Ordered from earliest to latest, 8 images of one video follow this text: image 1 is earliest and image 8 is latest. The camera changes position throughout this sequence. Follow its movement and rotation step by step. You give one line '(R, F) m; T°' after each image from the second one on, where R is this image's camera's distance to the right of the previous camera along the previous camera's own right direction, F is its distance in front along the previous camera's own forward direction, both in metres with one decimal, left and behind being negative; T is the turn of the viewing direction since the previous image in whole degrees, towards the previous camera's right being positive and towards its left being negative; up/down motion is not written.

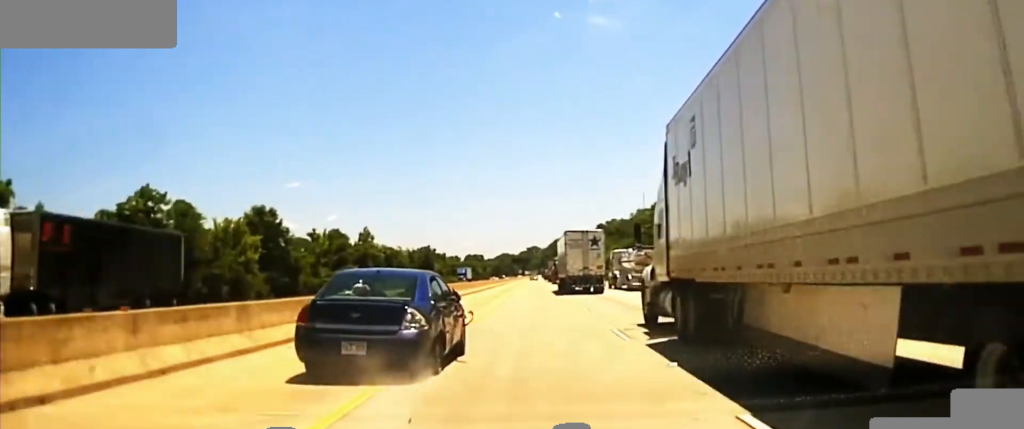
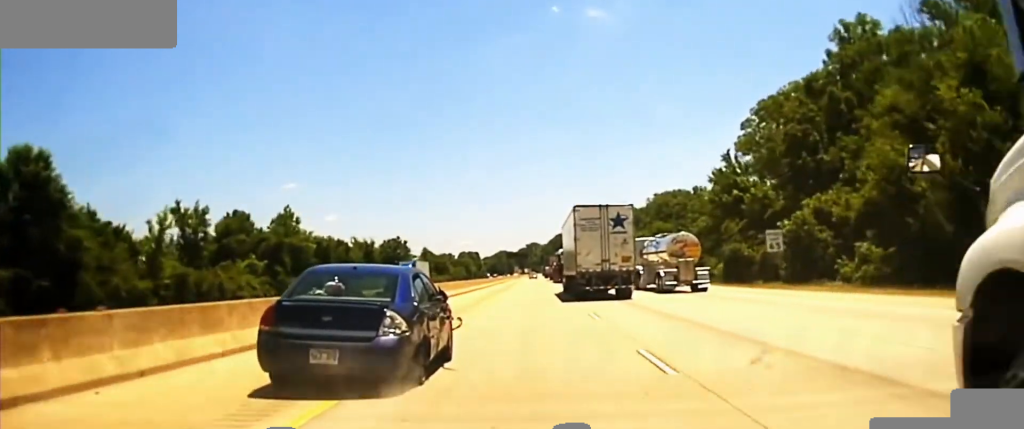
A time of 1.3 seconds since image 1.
(-0.1, +56.3) m; -1°
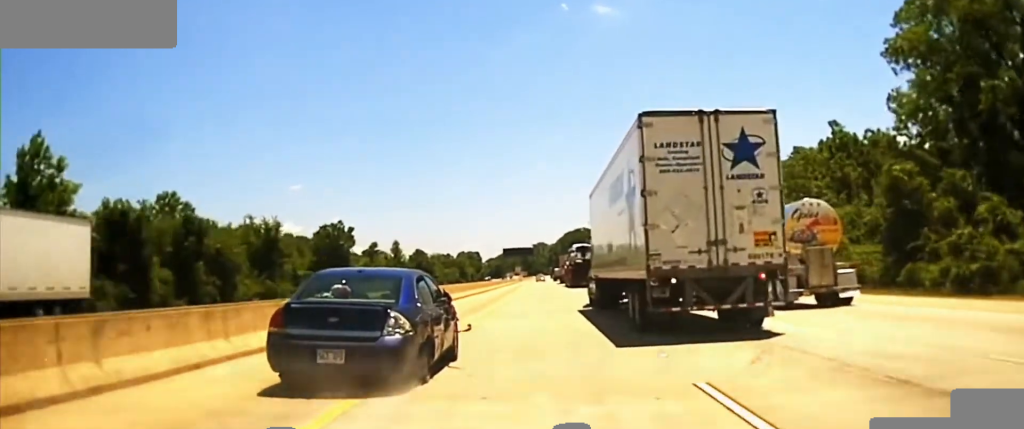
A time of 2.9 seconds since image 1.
(-0.1, +58.2) m; 0°
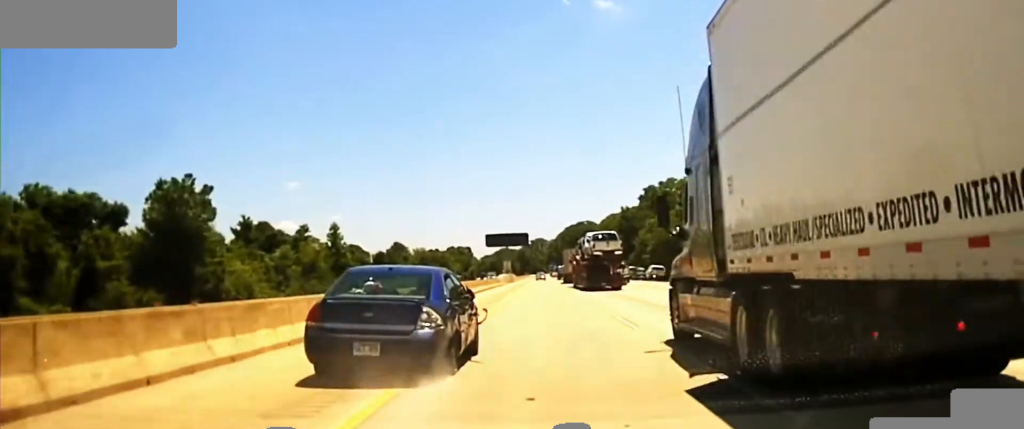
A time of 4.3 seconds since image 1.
(+0.4, +53.9) m; +1°
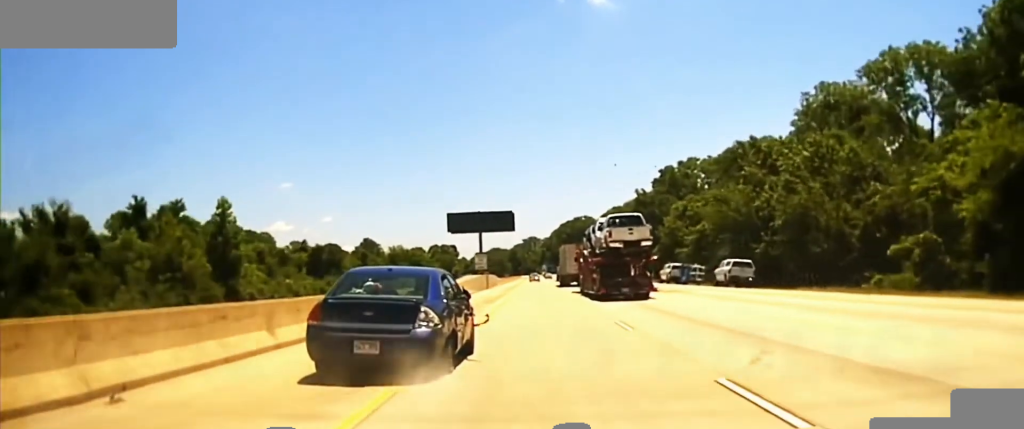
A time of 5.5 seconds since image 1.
(+0.3, +55.4) m; 0°
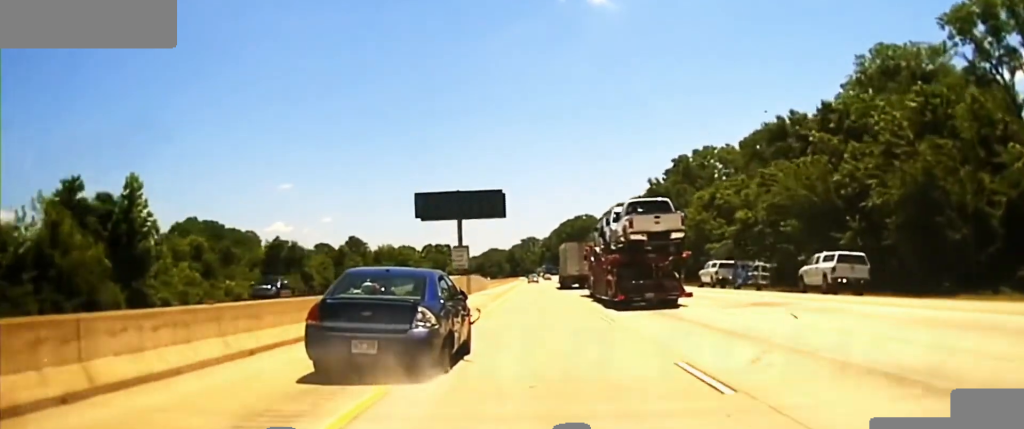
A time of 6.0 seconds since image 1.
(-0.2, +25.0) m; 0°
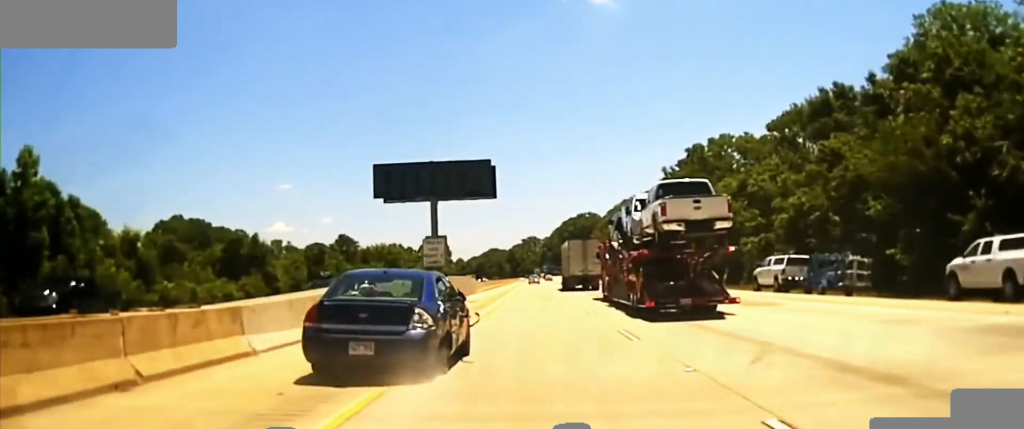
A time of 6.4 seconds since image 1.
(-0.2, +20.2) m; 0°
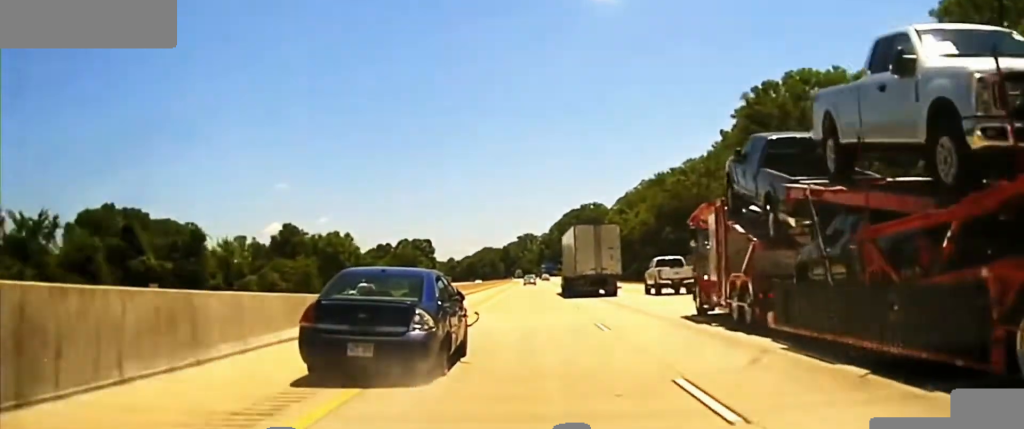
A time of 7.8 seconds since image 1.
(+0.2, +60.5) m; 0°
